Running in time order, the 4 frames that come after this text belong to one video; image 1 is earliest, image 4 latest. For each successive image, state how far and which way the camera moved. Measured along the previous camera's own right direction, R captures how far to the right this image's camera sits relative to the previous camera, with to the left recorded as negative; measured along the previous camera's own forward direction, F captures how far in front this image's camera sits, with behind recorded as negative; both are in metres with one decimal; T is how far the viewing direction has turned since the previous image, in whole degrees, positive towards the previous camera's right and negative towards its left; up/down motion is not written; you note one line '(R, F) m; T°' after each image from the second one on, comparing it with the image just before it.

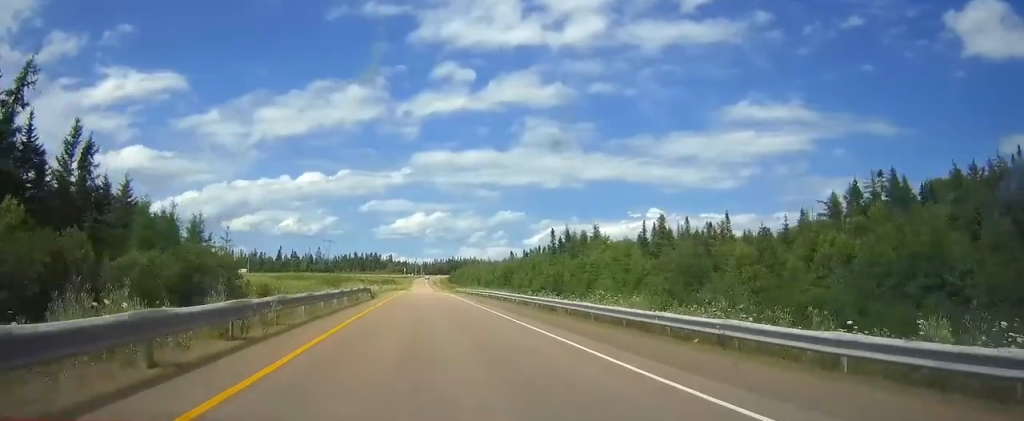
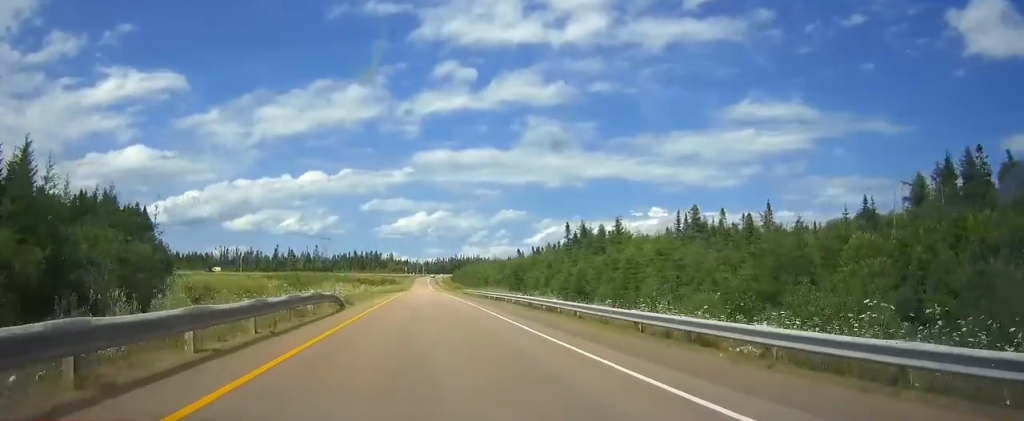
(0.0, +16.8) m; 0°
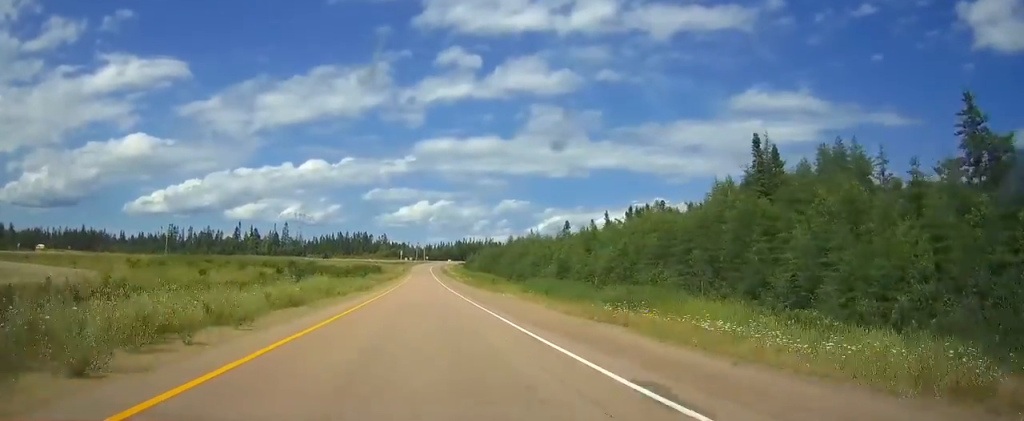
(-0.5, +98.3) m; -1°
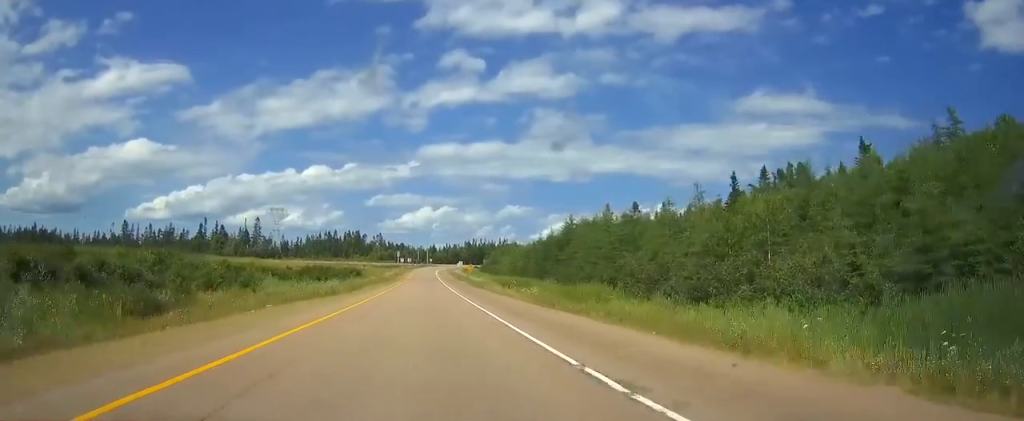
(-0.1, +63.1) m; 0°
